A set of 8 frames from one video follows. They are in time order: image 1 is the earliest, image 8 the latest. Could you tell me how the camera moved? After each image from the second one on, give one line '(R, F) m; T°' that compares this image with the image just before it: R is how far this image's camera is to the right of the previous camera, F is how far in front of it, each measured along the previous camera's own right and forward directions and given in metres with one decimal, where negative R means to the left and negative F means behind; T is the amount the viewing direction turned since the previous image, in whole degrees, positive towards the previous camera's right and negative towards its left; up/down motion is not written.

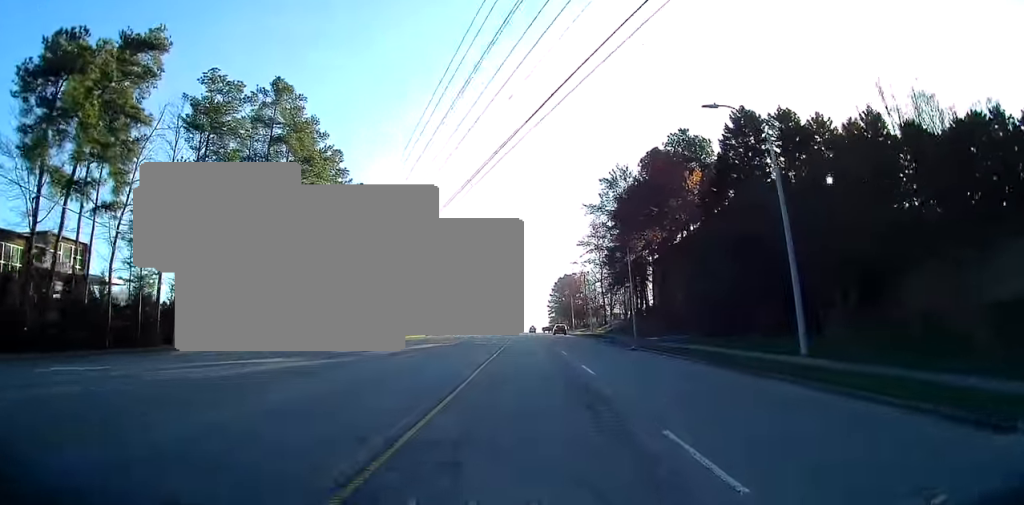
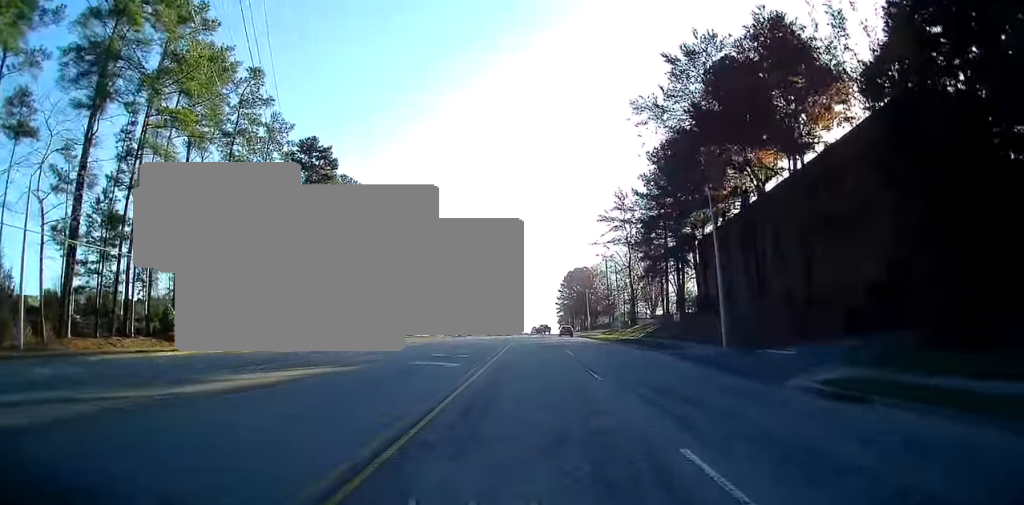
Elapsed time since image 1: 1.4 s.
(+0.2, +25.0) m; 0°
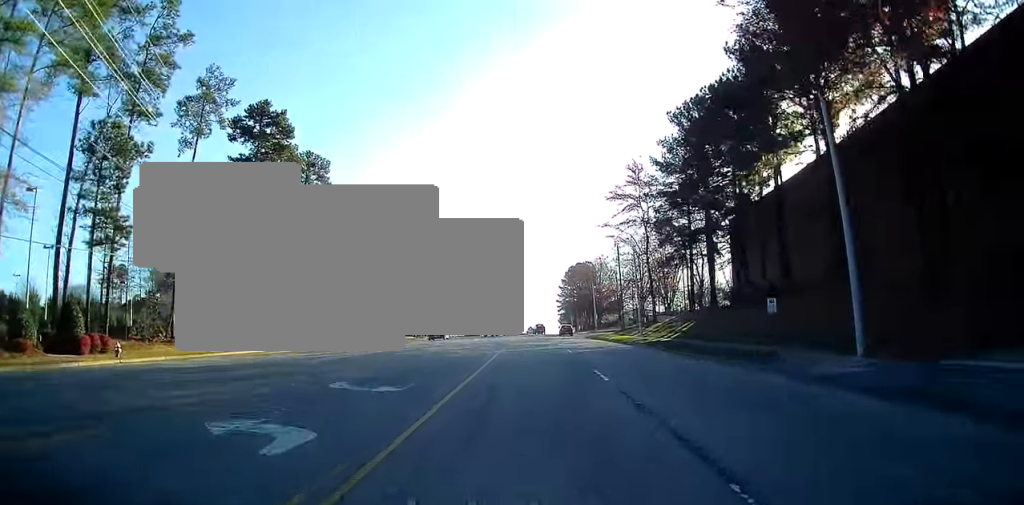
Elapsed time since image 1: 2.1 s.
(-0.1, +13.6) m; 0°
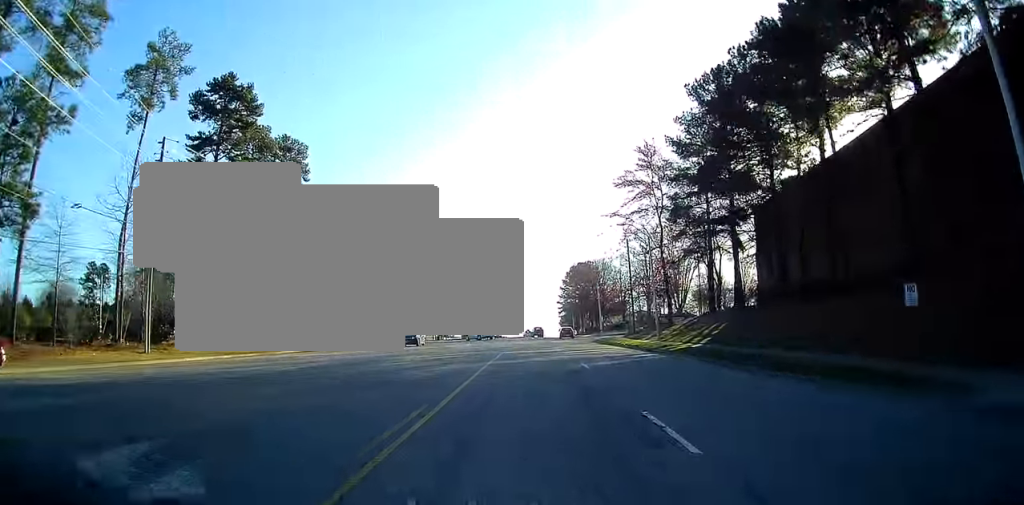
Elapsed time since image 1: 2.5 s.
(0.0, +7.8) m; 0°
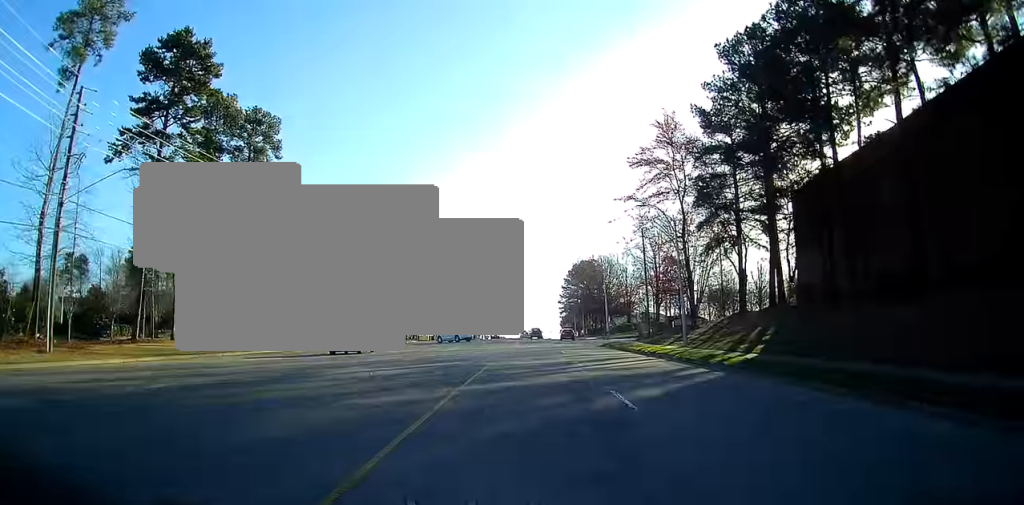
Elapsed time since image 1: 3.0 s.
(0.0, +8.7) m; 0°
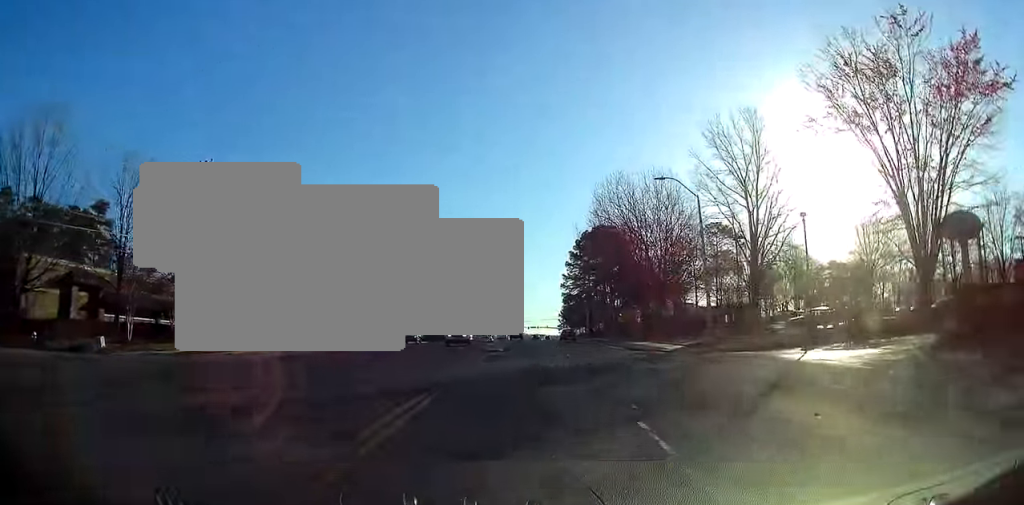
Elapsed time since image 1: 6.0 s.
(-0.3, +52.0) m; +1°
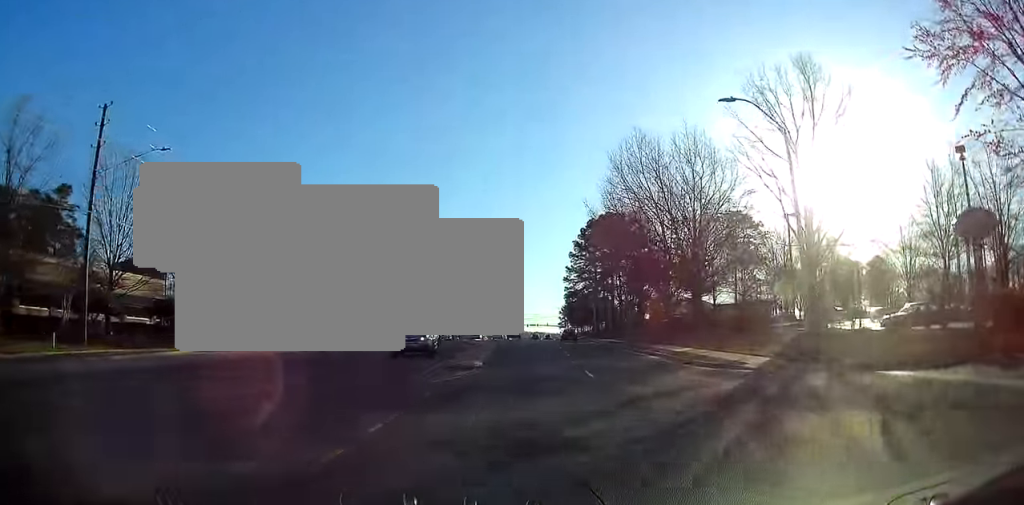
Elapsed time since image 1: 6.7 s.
(+0.2, +12.4) m; 0°
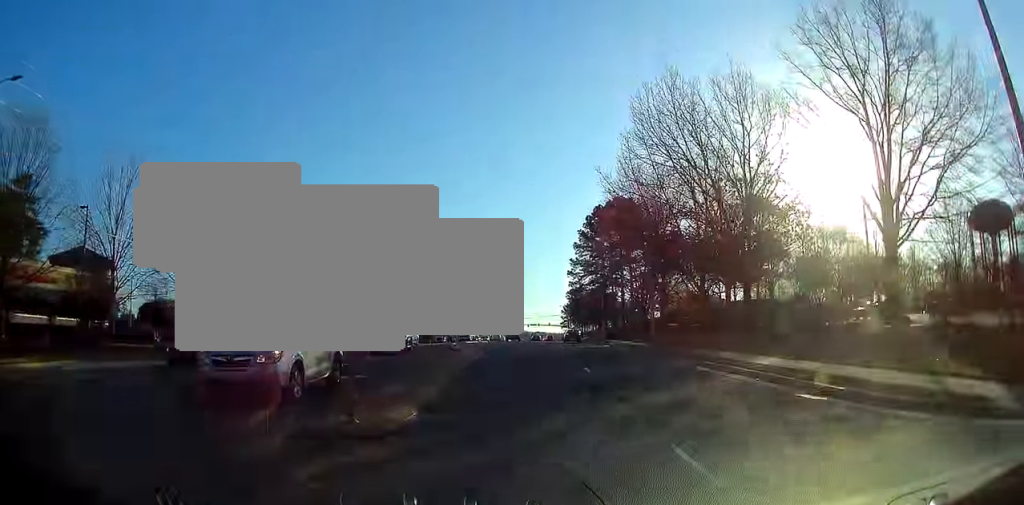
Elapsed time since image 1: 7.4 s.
(0.0, +11.4) m; -1°
